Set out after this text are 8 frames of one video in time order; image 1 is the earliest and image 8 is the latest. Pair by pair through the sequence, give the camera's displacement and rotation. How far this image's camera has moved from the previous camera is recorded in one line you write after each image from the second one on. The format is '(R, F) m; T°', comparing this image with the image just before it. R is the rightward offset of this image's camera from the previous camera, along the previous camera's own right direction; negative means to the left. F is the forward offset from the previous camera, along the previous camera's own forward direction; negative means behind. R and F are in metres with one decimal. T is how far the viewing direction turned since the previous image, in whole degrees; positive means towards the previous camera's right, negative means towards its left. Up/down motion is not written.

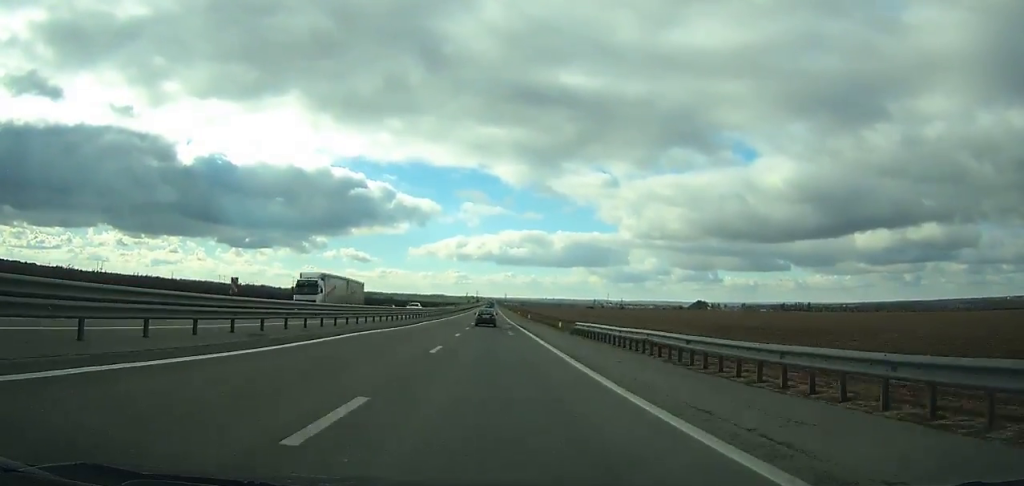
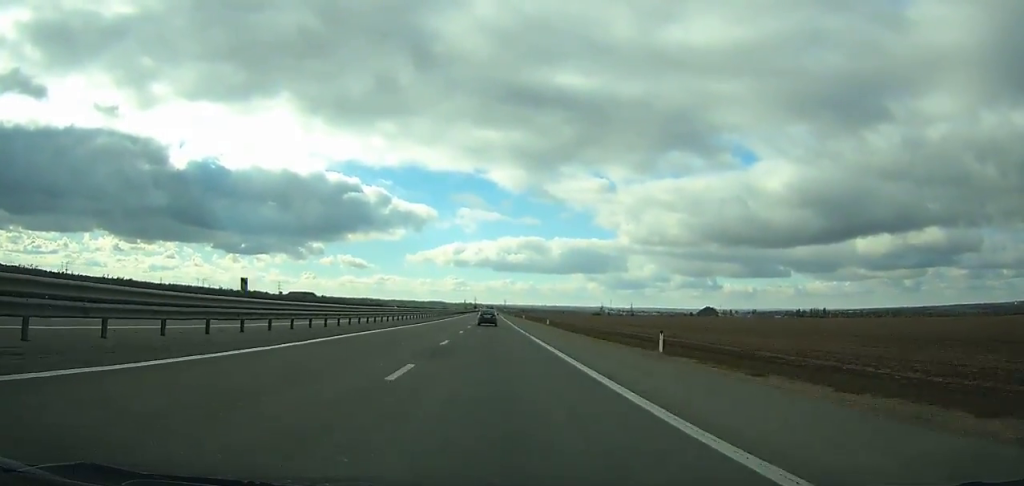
(+0.1, +81.6) m; 0°
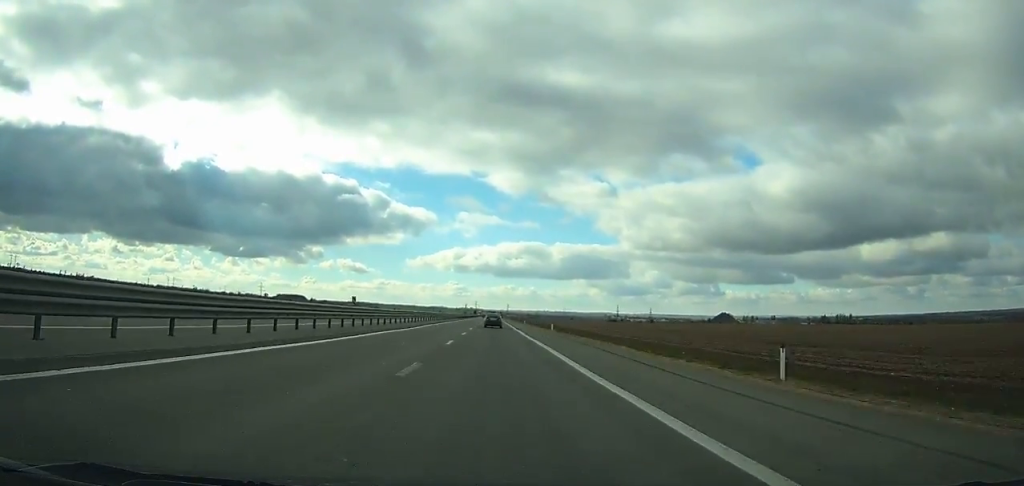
(-0.1, +105.0) m; 0°
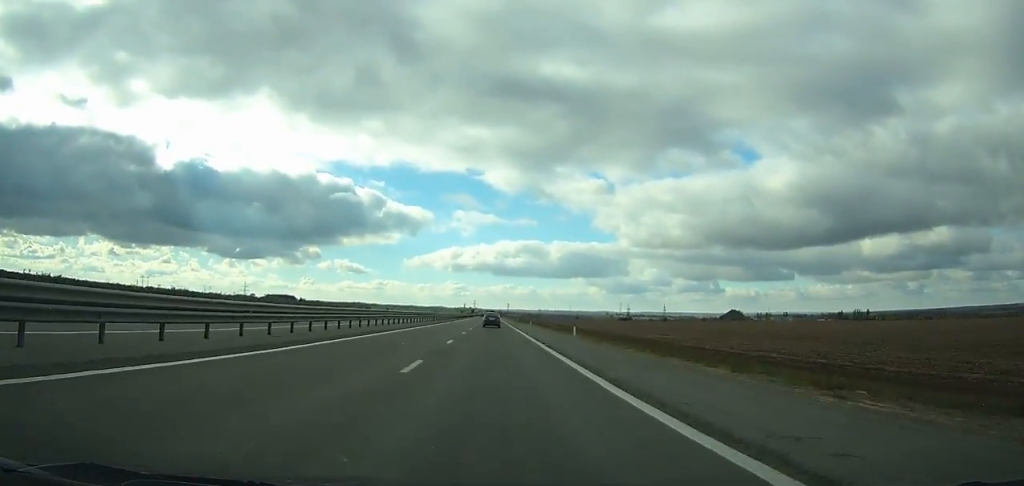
(0.0, +69.2) m; 0°
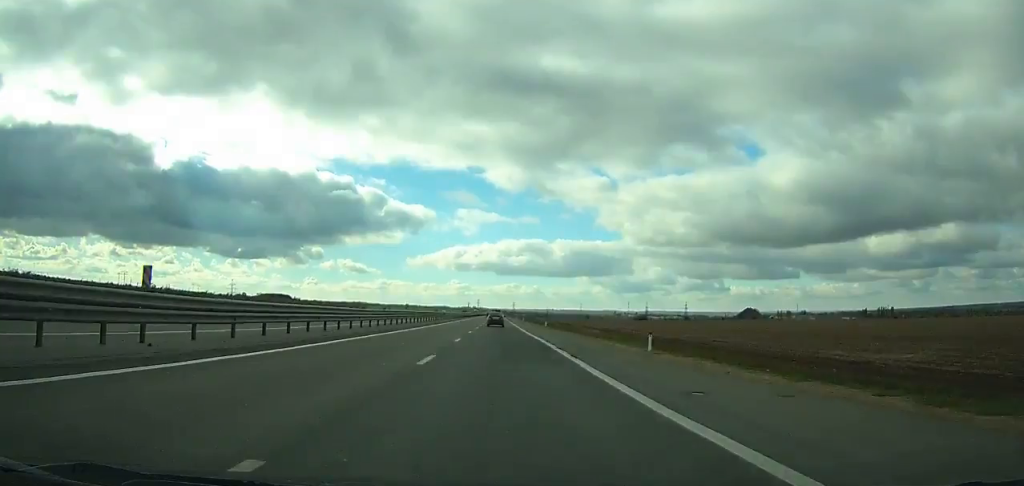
(0.0, +68.8) m; 0°
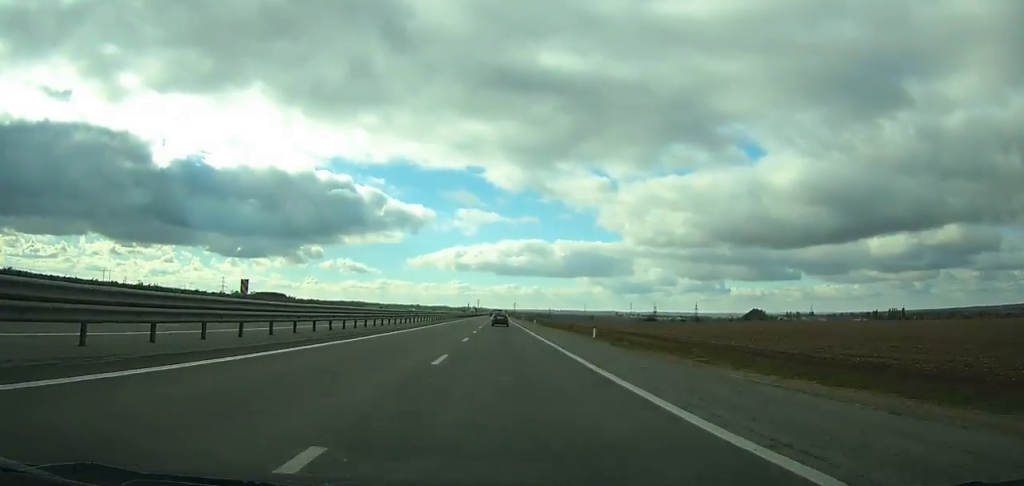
(-0.1, +34.4) m; 0°
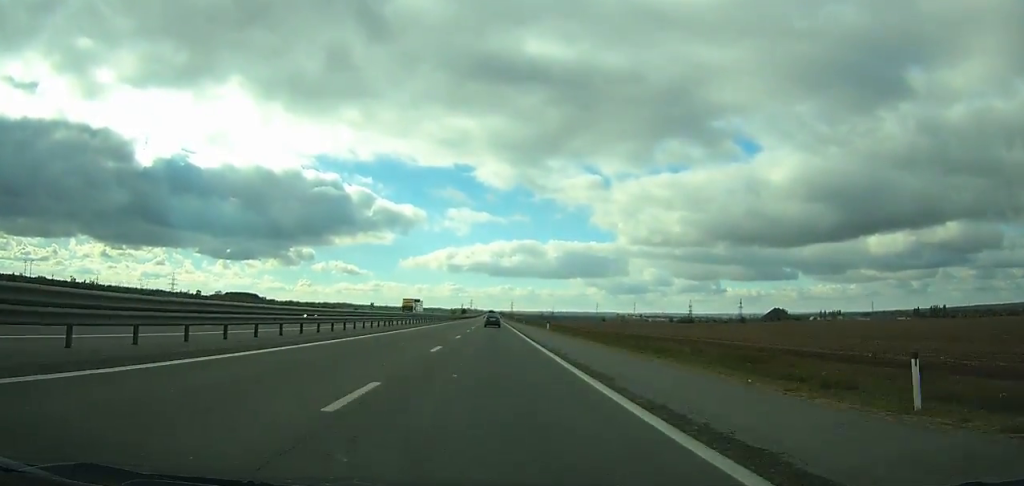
(+0.4, +142.4) m; 0°
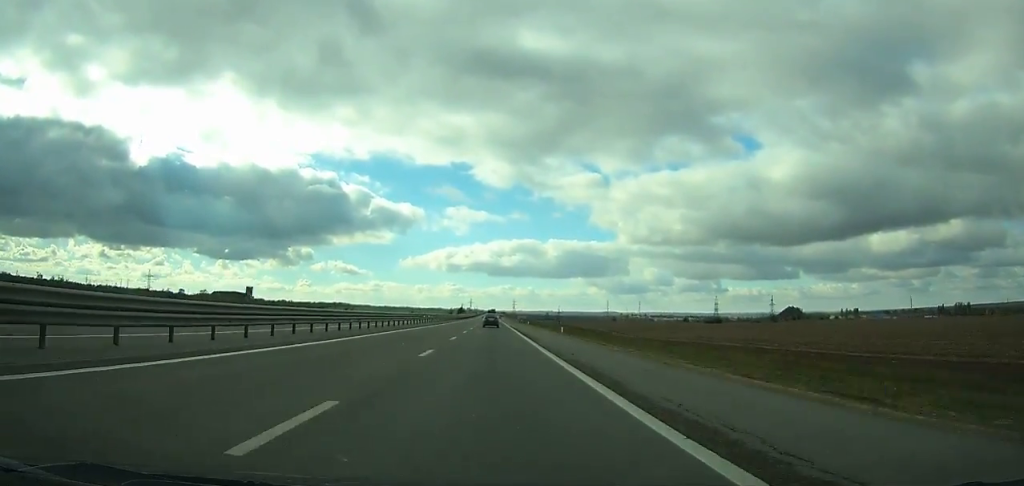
(0.0, +62.0) m; 0°
